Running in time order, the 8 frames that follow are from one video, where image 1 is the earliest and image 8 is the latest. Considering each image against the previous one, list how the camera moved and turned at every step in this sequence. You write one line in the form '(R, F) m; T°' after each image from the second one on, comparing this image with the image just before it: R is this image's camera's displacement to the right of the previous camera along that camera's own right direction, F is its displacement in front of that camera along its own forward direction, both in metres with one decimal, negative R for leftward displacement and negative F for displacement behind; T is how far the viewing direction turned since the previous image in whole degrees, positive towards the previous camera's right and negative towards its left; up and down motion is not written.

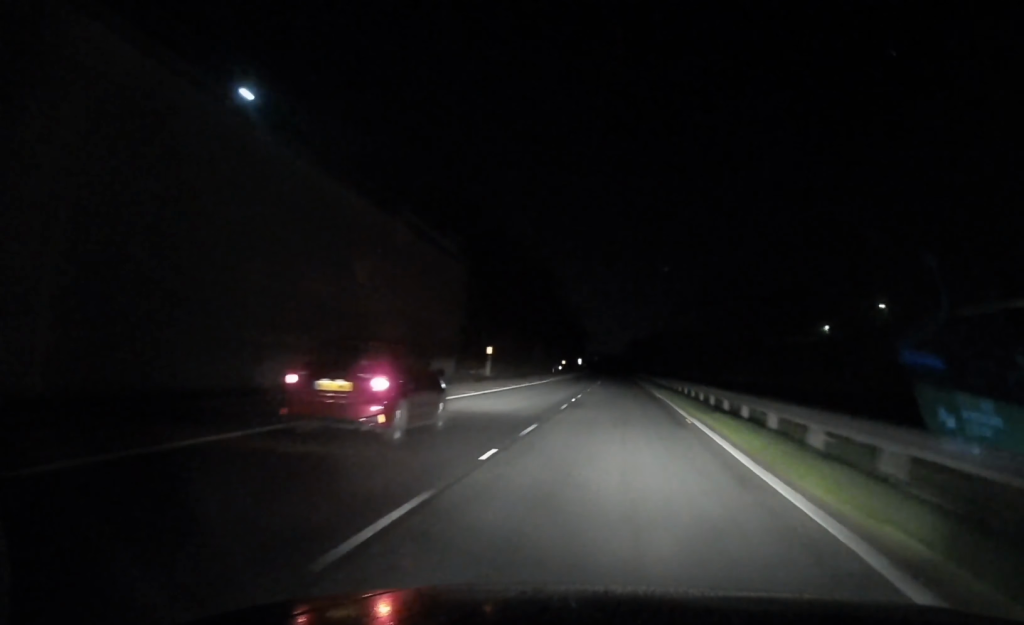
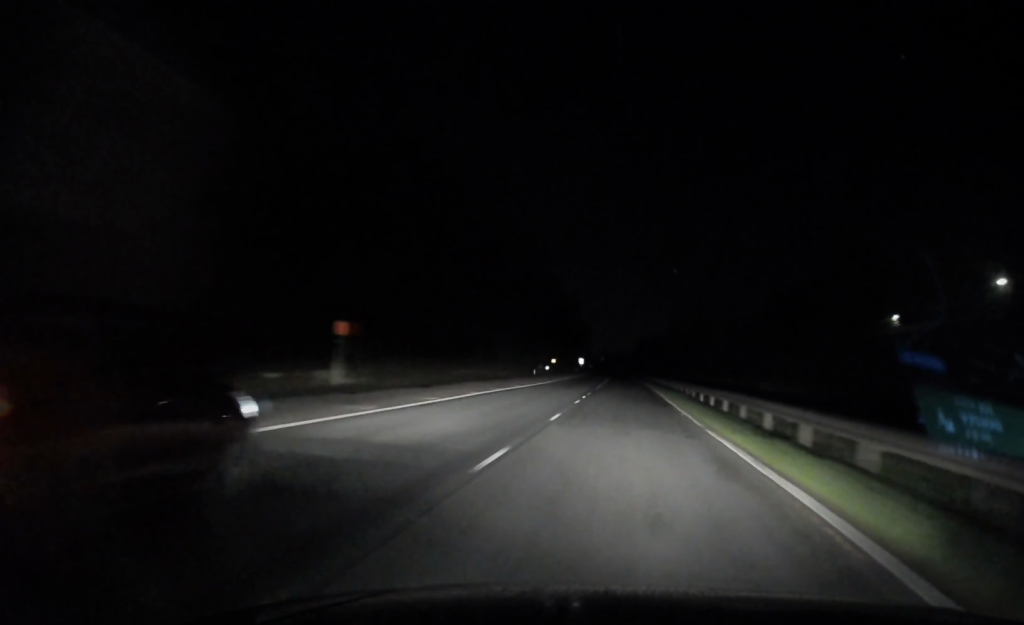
(-0.5, +30.6) m; -1°
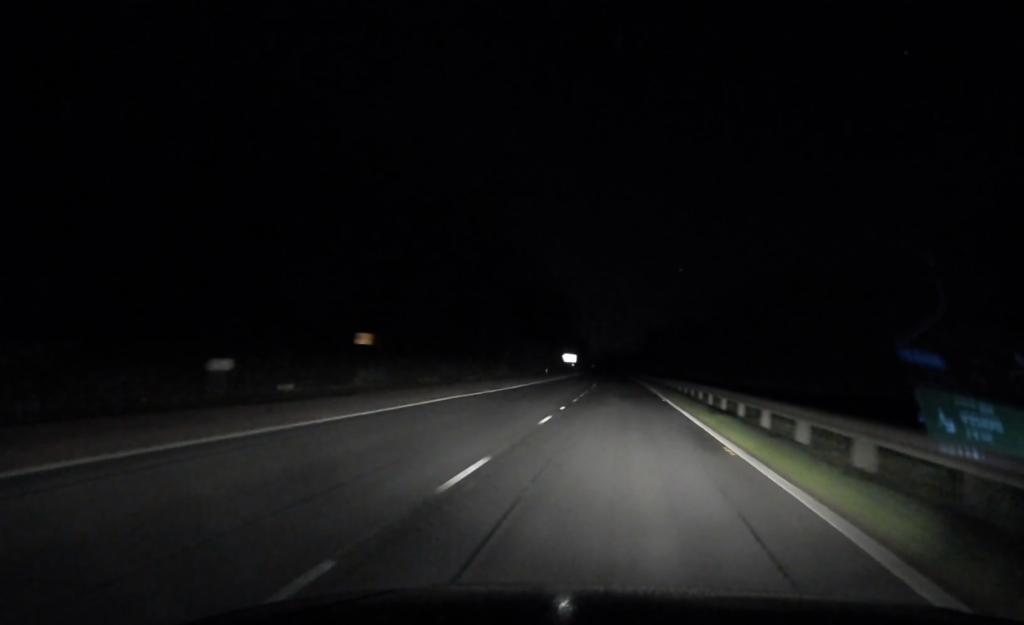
(-1.9, +77.3) m; -2°
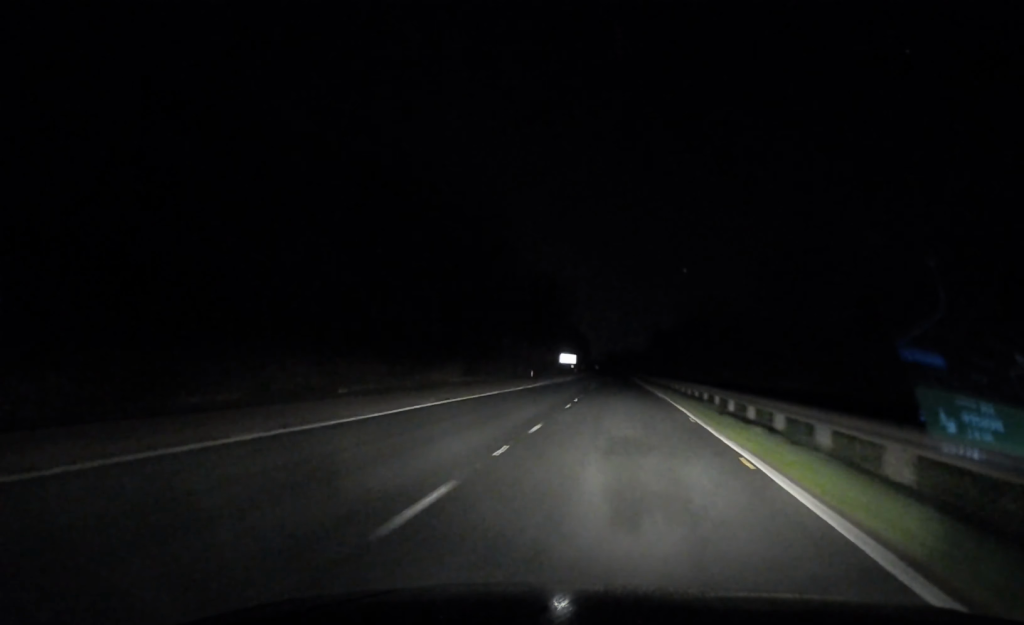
(+0.1, +21.7) m; 0°
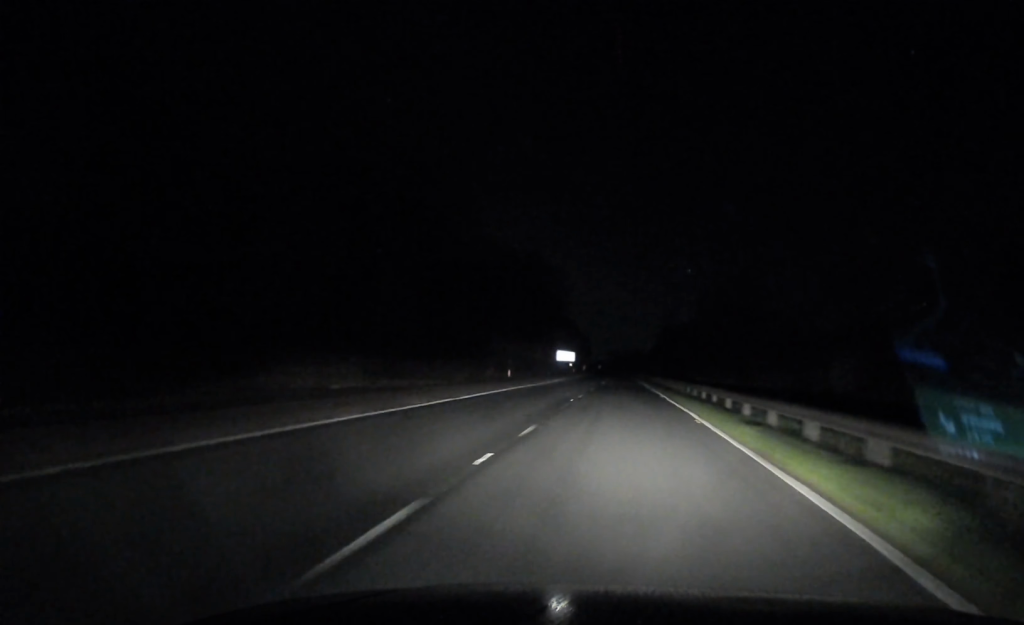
(0.0, +18.4) m; 0°
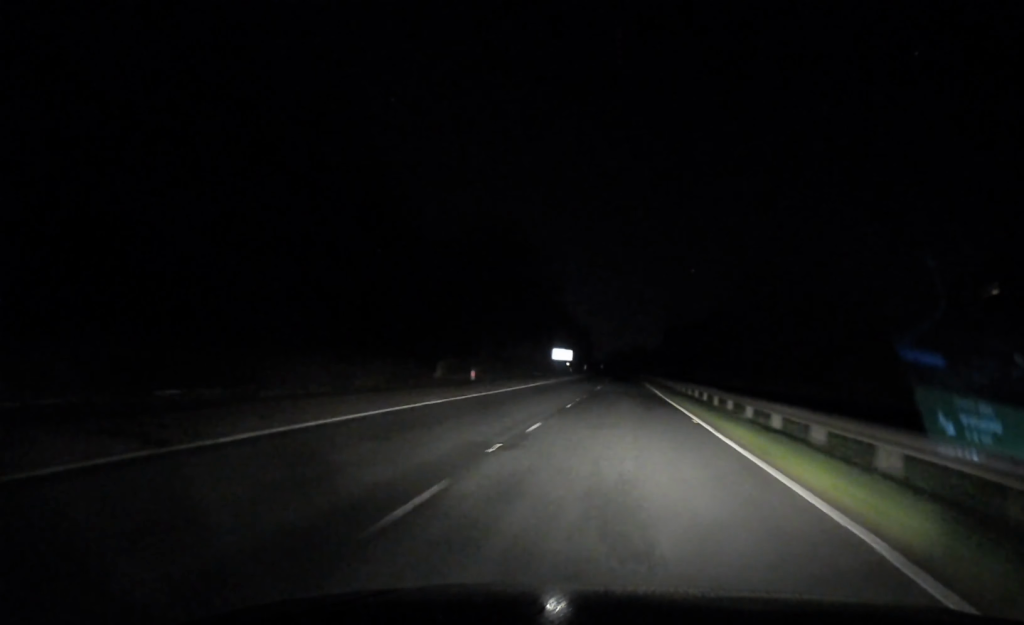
(0.0, +17.2) m; 0°
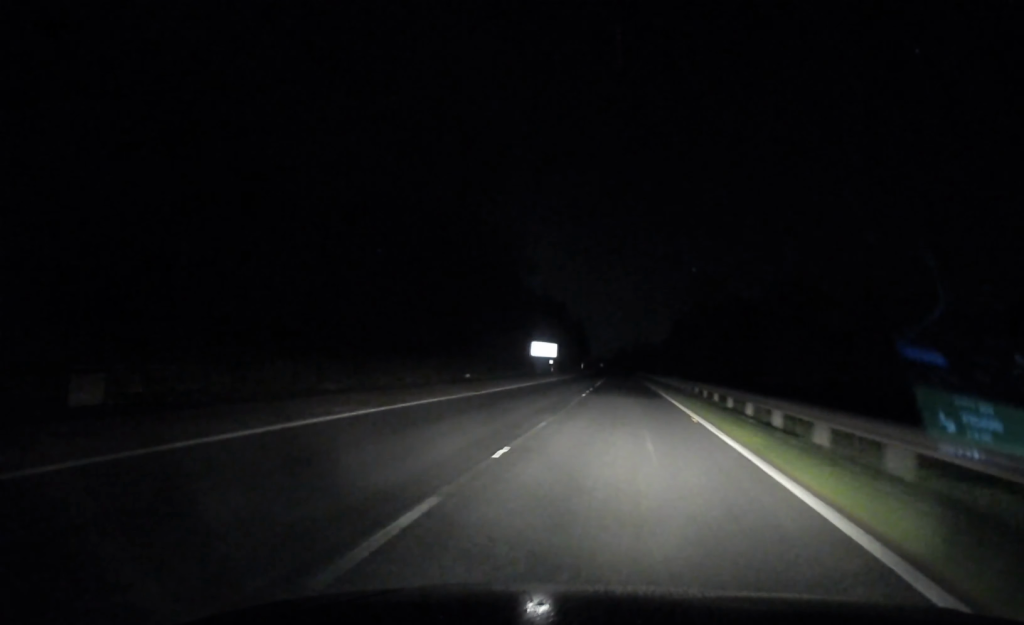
(-0.1, +36.0) m; 0°
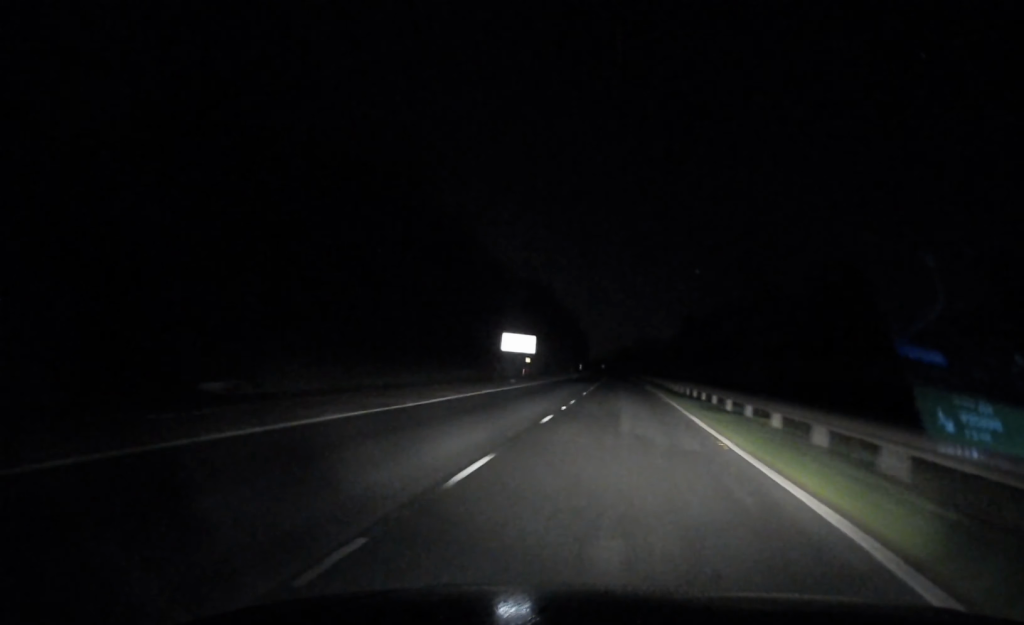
(0.0, +32.1) m; 0°
